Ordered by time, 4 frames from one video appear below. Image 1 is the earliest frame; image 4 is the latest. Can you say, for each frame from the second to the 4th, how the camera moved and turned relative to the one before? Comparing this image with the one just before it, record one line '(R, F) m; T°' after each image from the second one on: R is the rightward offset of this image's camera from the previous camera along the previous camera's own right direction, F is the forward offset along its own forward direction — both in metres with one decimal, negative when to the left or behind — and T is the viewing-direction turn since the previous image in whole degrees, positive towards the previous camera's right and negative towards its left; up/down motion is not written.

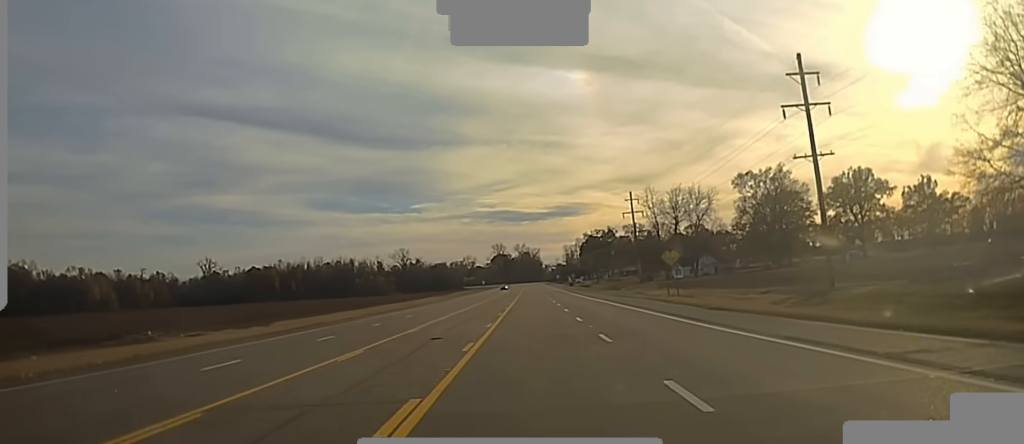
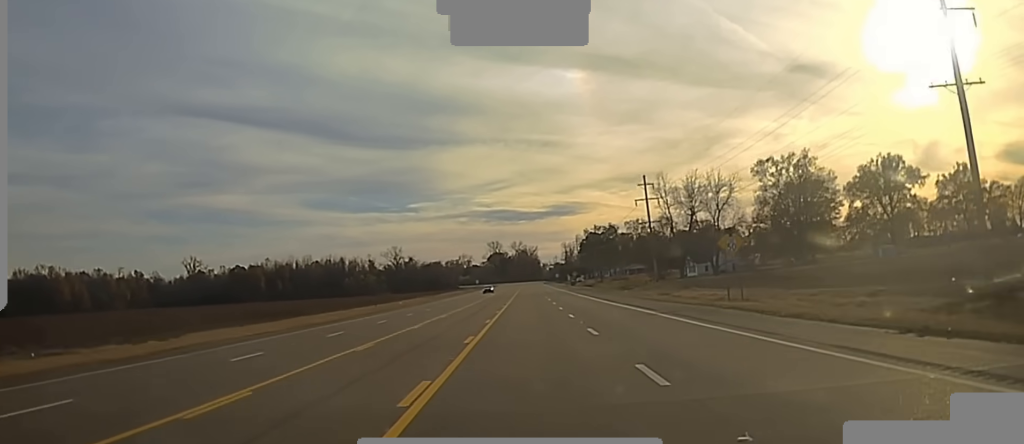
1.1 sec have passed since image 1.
(0.0, +24.3) m; 0°
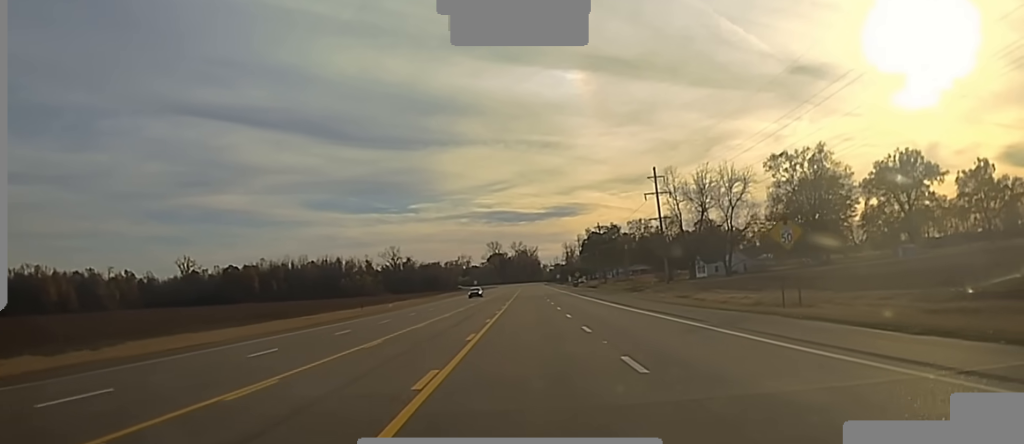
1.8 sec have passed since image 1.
(0.0, +12.8) m; 0°
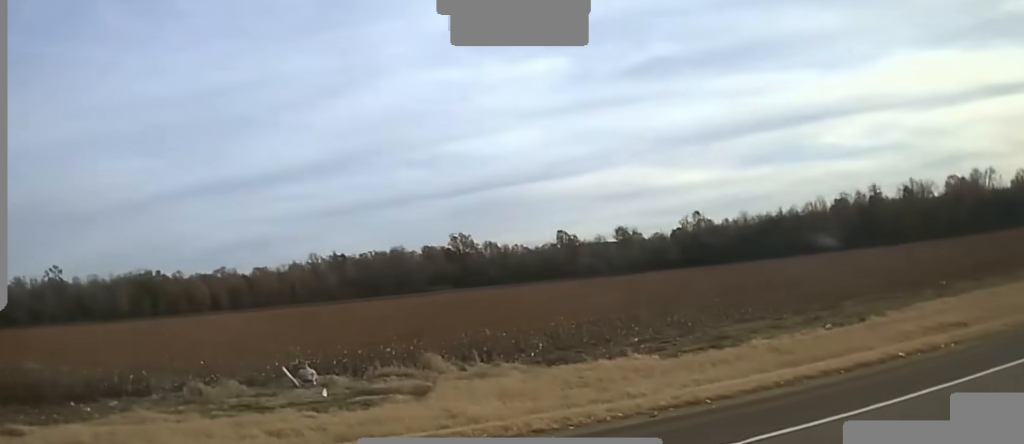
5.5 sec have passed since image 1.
(-5.6, +35.1) m; -77°
